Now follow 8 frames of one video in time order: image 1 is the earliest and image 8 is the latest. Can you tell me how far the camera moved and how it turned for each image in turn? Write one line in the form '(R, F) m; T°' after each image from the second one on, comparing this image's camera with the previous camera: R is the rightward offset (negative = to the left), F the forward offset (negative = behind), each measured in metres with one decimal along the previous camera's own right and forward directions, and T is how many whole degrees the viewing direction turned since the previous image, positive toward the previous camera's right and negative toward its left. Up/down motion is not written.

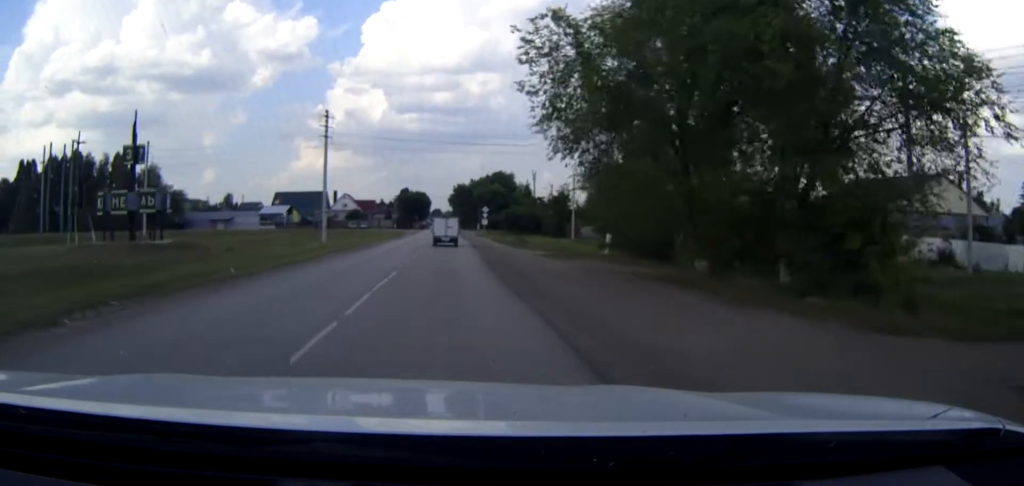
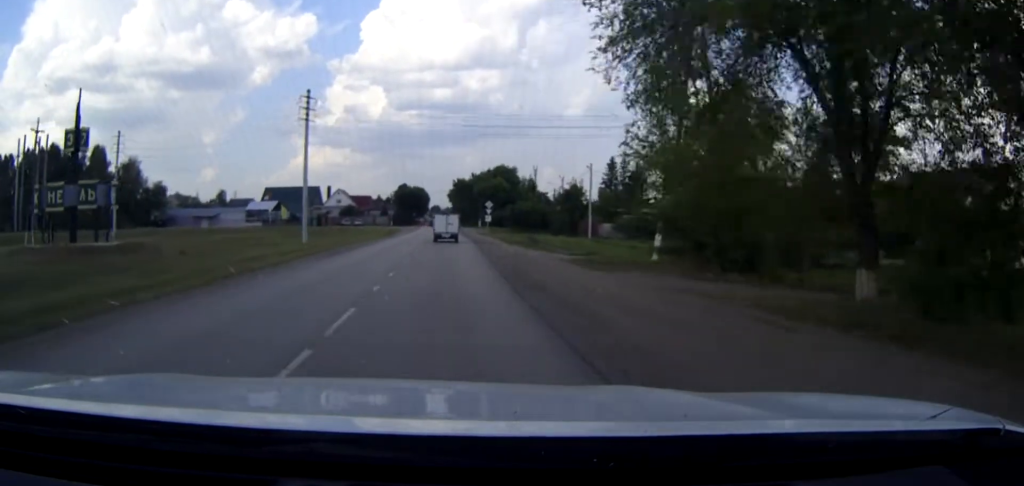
(0.0, +10.2) m; 0°
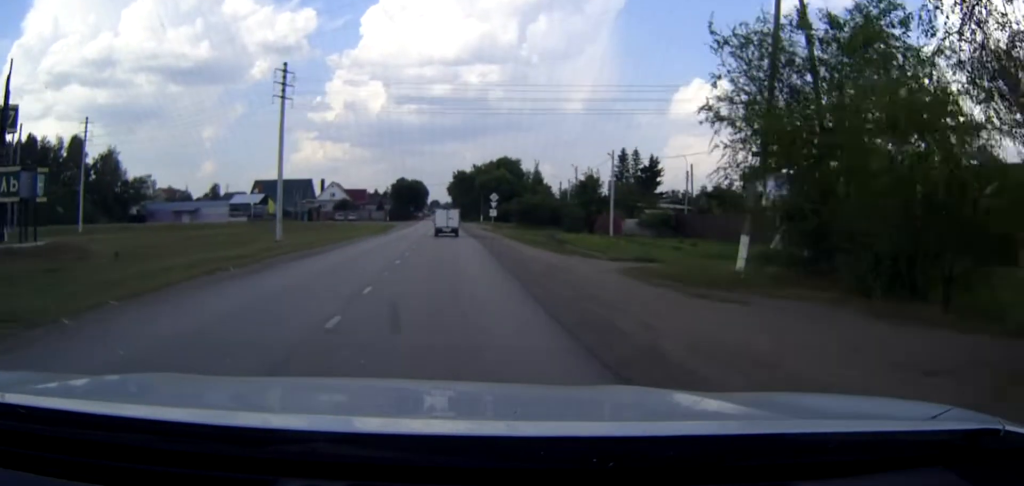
(0.0, +9.7) m; 0°
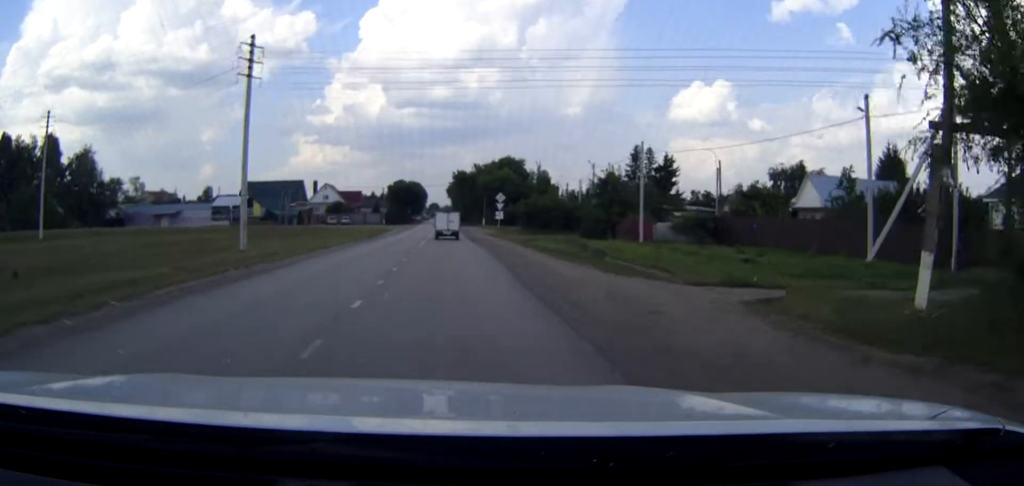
(0.0, +9.8) m; 0°
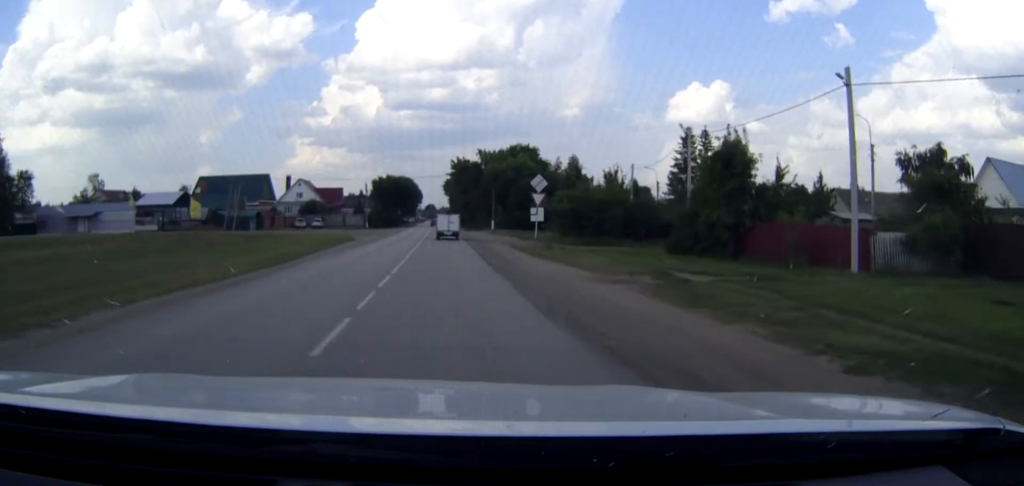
(-0.1, +30.3) m; 0°
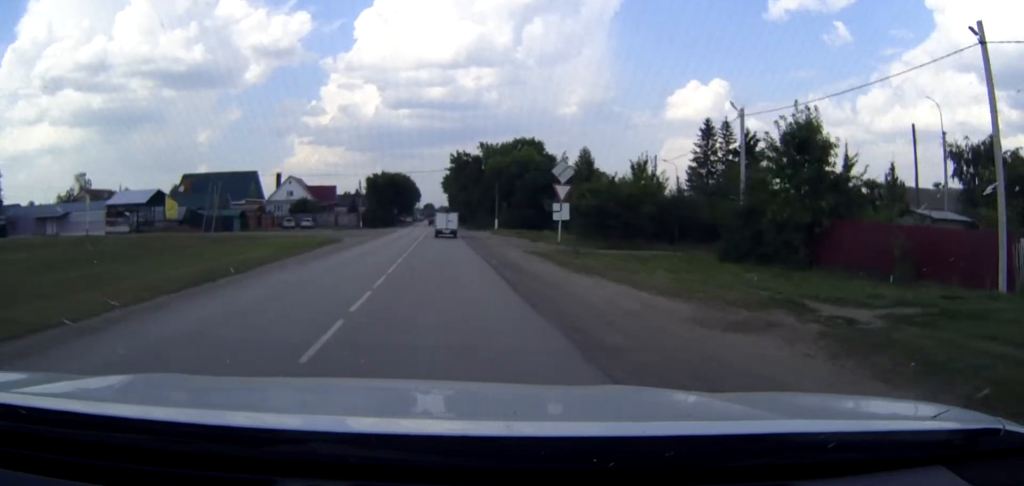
(0.0, +8.4) m; 0°
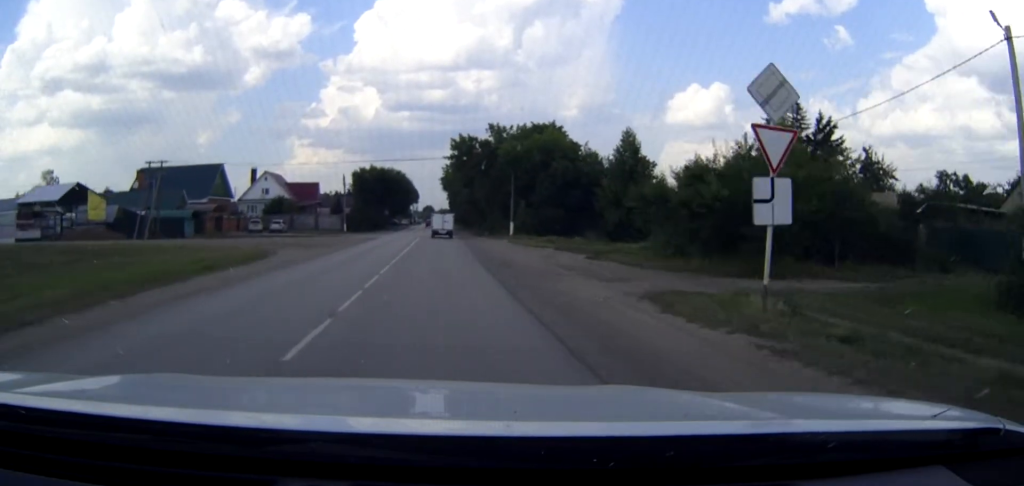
(0.0, +19.9) m; 0°
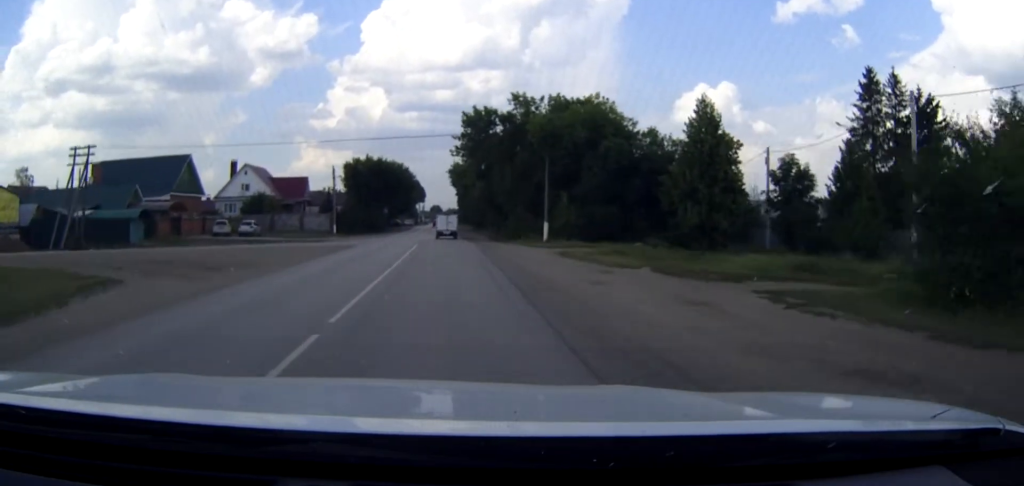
(-0.1, +17.2) m; 0°
